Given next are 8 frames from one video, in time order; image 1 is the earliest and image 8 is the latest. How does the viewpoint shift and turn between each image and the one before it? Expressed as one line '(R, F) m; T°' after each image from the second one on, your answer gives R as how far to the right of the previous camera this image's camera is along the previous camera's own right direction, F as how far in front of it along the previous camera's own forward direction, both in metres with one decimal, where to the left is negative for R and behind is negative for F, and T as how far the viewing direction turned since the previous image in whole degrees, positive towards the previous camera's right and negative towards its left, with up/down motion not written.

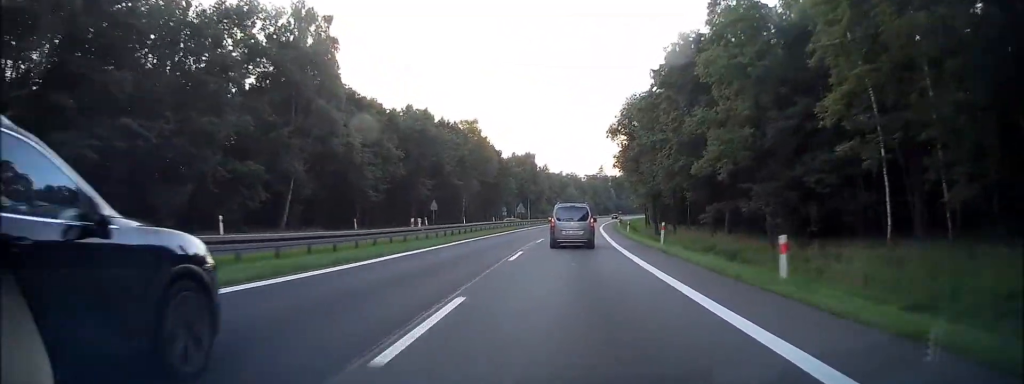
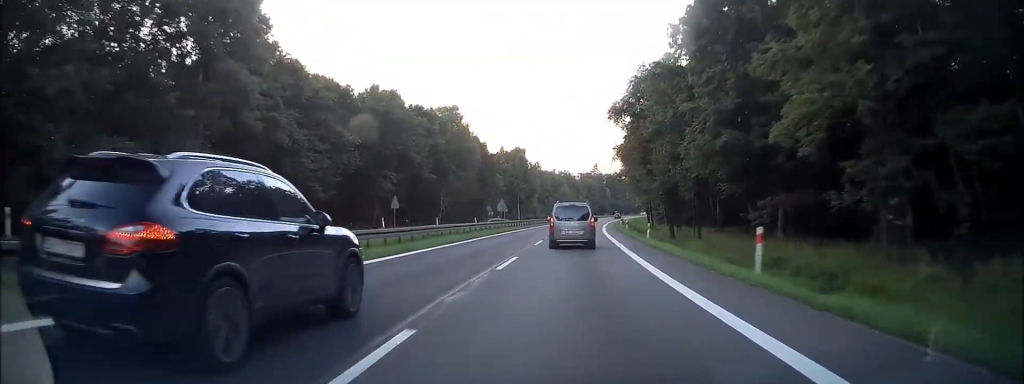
(+0.2, +15.0) m; +1°
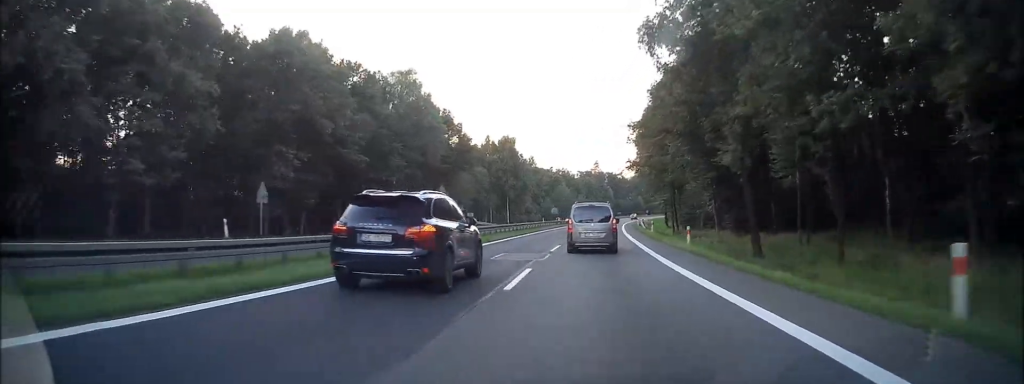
(+0.2, +27.8) m; +1°
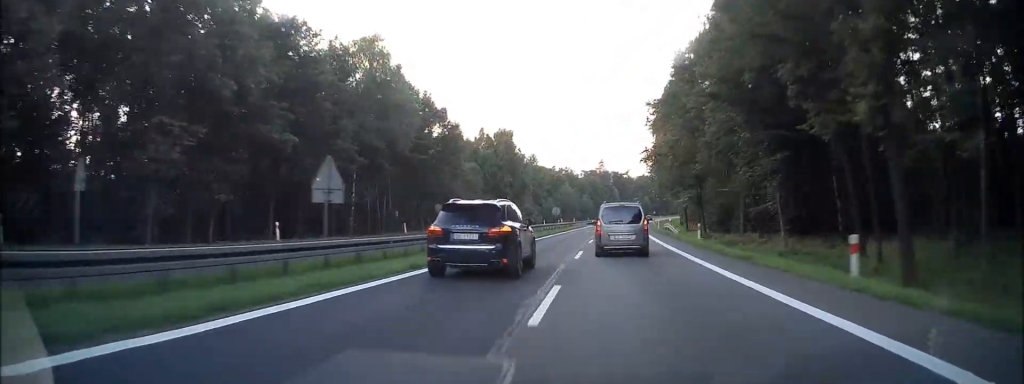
(-0.1, +15.5) m; 0°
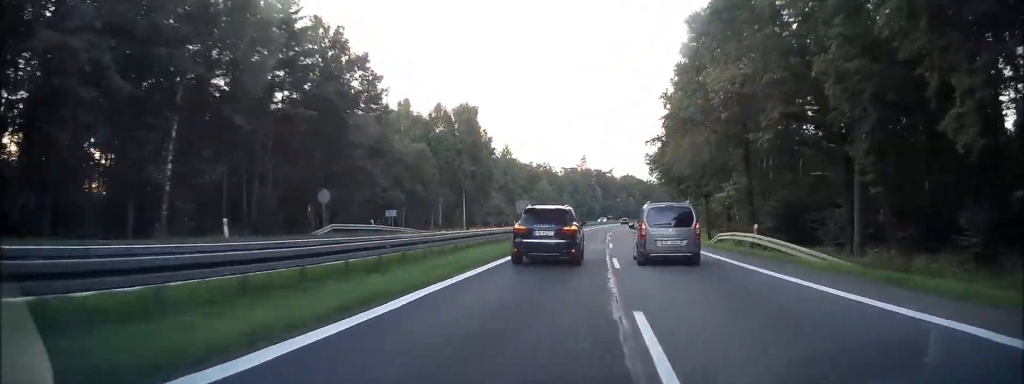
(+0.4, +27.6) m; +2°
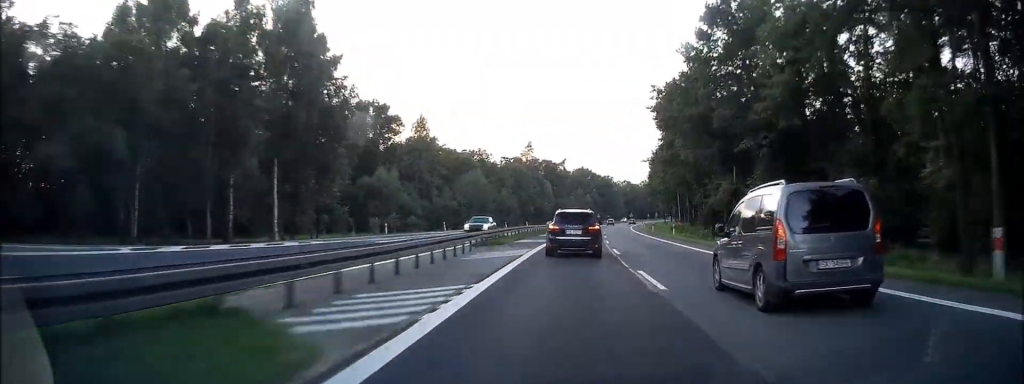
(+2.0, +53.7) m; +4°
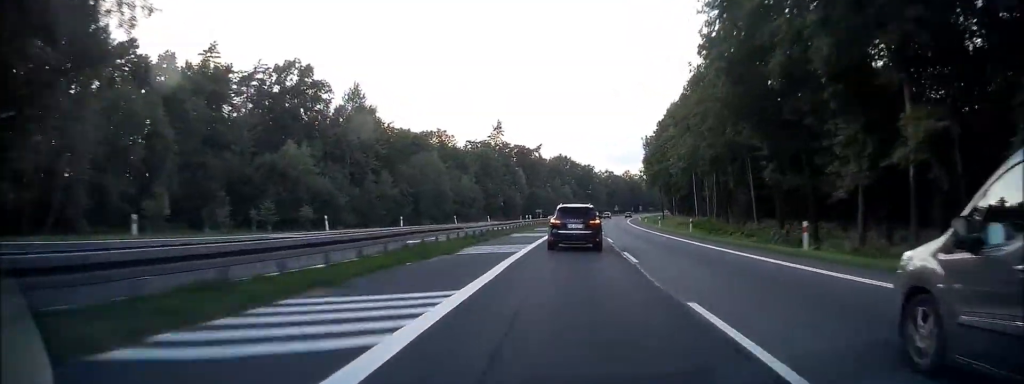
(+0.7, +30.9) m; +3°
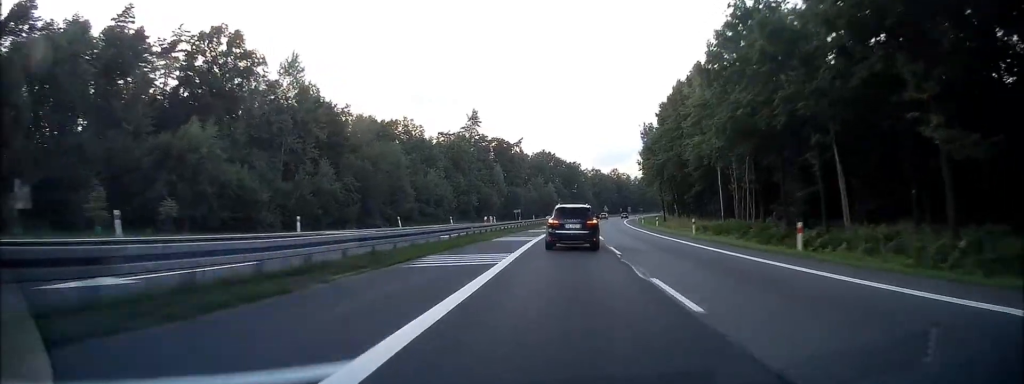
(+0.3, +20.6) m; +1°
